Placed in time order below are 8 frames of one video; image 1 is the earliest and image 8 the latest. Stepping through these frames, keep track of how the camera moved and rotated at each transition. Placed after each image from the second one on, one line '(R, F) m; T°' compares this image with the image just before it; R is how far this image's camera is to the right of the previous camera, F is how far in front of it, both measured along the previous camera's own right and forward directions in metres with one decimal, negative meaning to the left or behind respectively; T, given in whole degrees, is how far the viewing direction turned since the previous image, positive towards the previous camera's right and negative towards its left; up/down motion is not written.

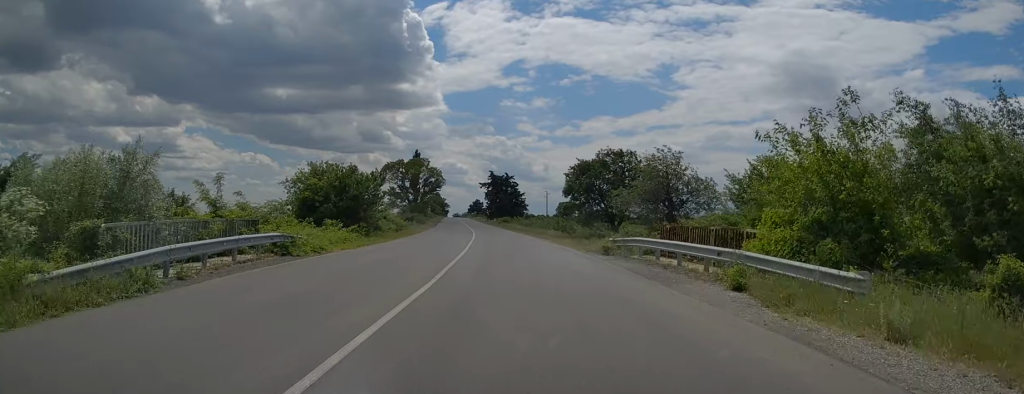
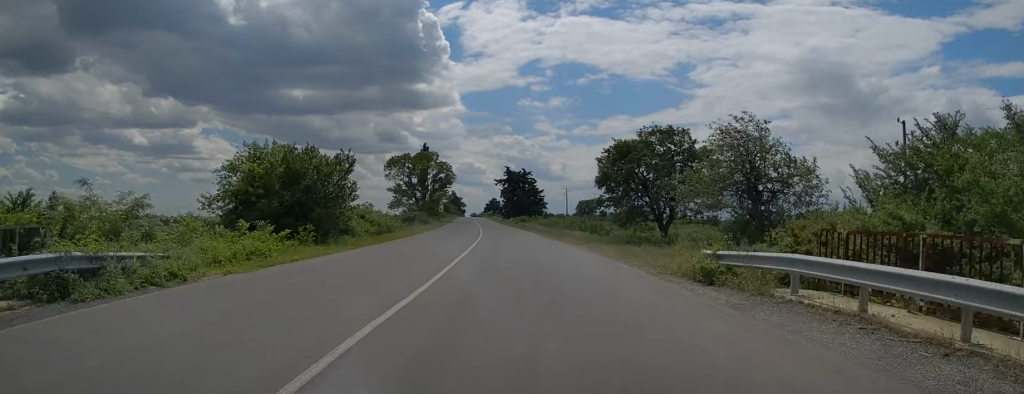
(-0.2, +11.1) m; -1°
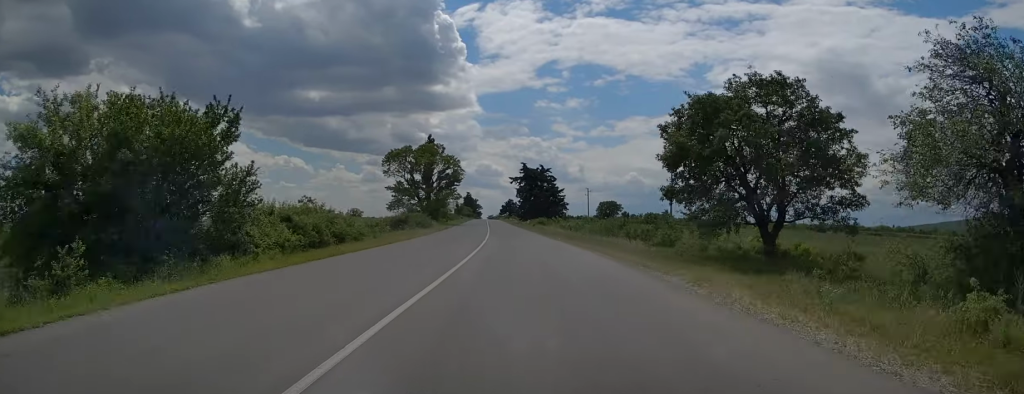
(-0.1, +13.9) m; -1°
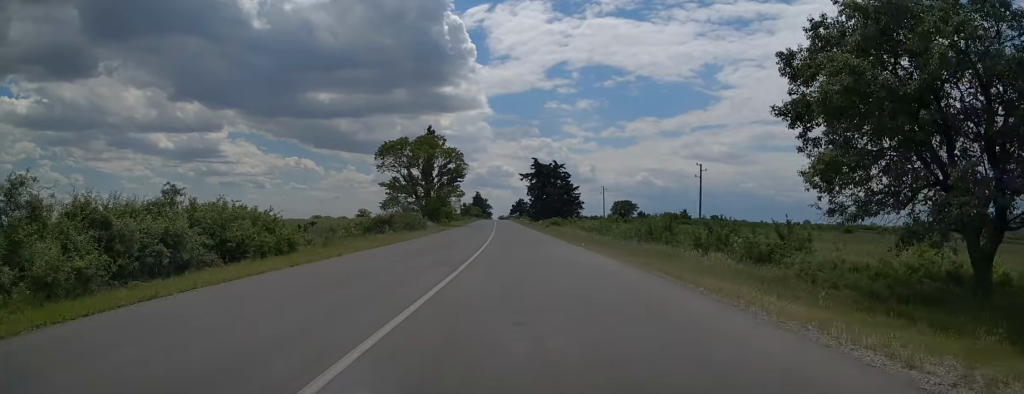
(-0.1, +11.2) m; -1°
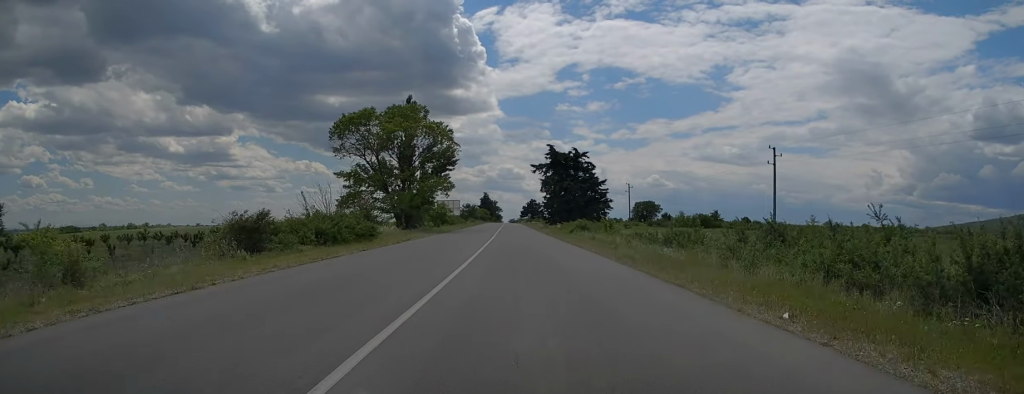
(-0.3, +24.2) m; -2°
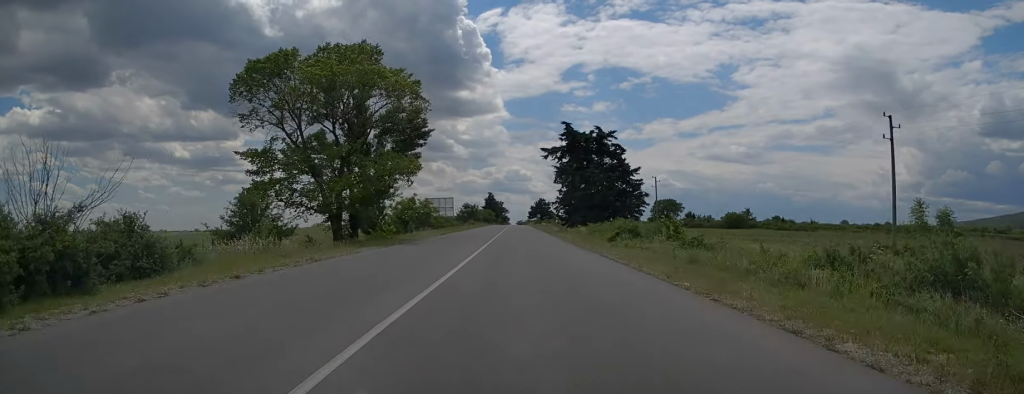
(-0.7, +22.5) m; -1°
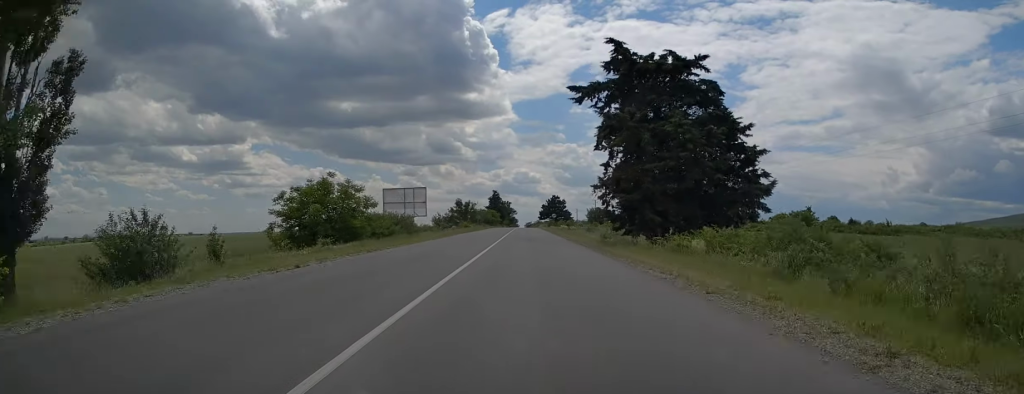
(+0.3, +34.6) m; 0°
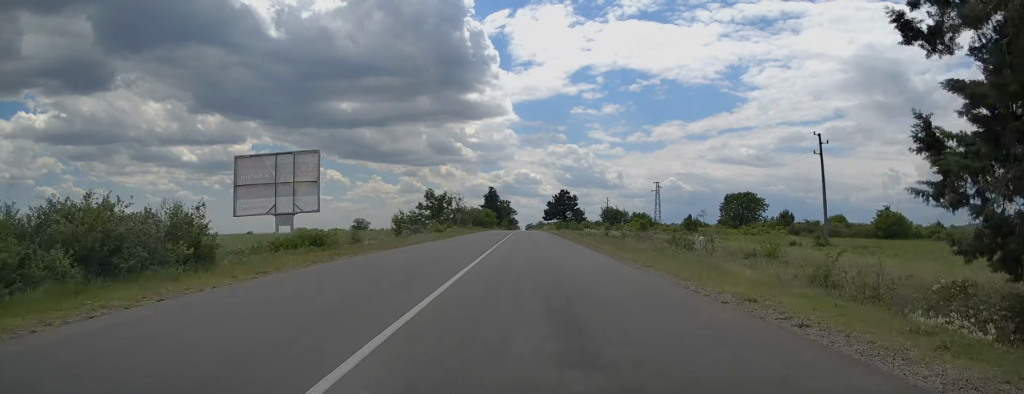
(-0.3, +33.5) m; -1°
